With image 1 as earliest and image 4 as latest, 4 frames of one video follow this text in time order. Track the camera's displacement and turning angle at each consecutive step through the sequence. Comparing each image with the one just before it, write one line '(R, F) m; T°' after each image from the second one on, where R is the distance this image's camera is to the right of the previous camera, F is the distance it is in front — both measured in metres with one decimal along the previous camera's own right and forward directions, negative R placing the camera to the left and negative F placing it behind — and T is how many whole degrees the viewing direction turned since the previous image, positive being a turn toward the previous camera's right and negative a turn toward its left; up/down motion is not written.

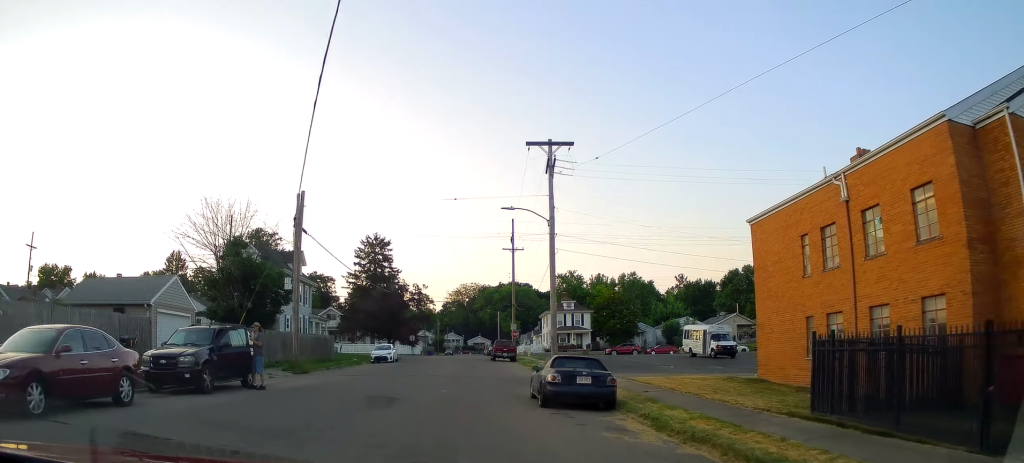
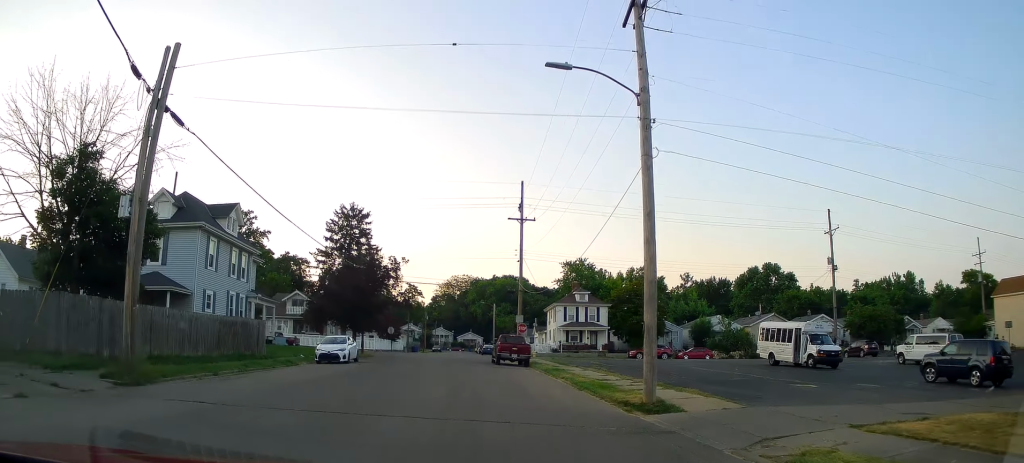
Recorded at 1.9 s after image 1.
(0.0, +14.7) m; -3°
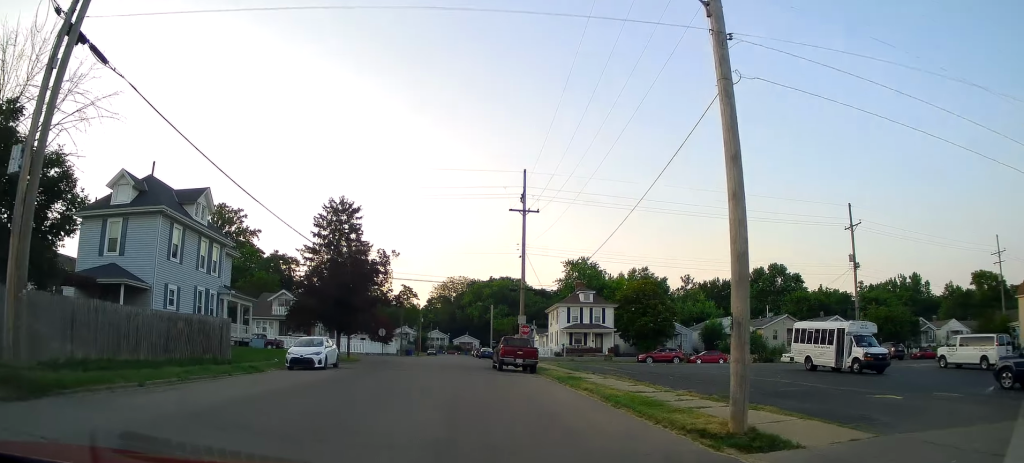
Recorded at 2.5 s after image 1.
(-0.5, +4.5) m; 0°
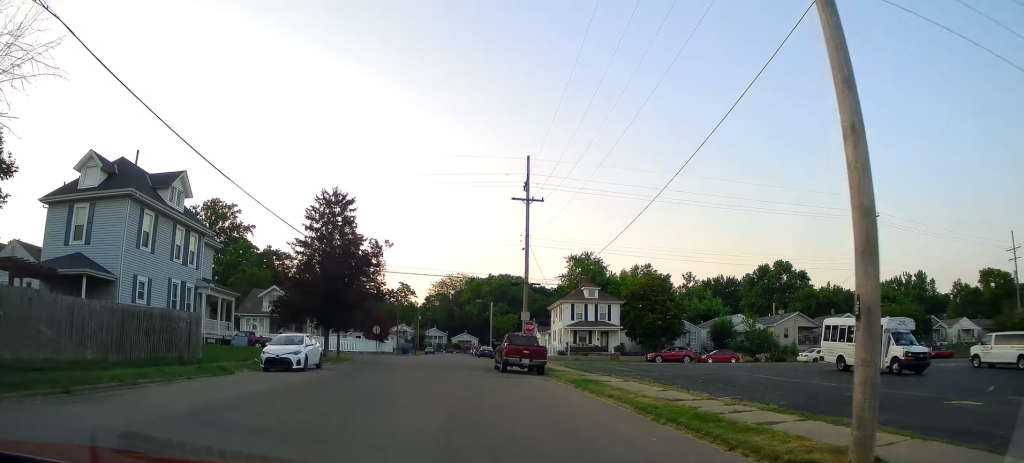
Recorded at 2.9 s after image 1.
(-0.2, +3.1) m; 0°
